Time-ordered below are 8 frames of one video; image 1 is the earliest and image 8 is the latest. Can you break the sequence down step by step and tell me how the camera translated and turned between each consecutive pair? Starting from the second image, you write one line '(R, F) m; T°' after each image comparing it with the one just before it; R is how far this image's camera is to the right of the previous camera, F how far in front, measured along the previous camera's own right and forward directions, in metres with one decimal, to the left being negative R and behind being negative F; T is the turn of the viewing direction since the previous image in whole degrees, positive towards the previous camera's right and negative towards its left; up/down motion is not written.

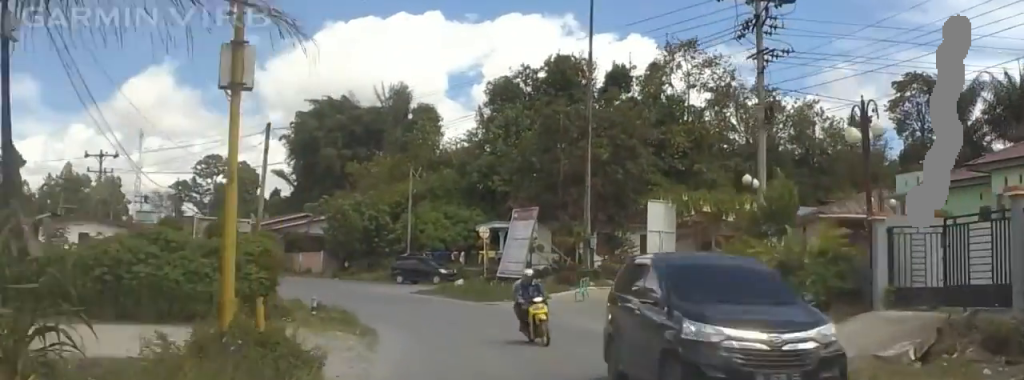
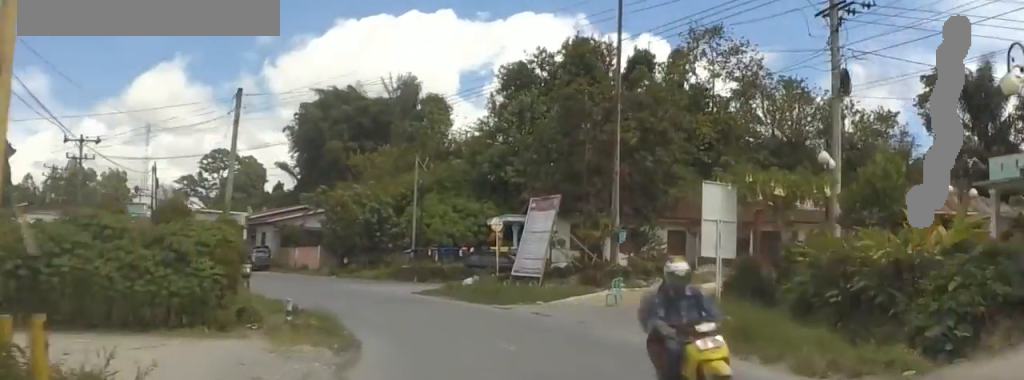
(-0.1, +5.4) m; 0°
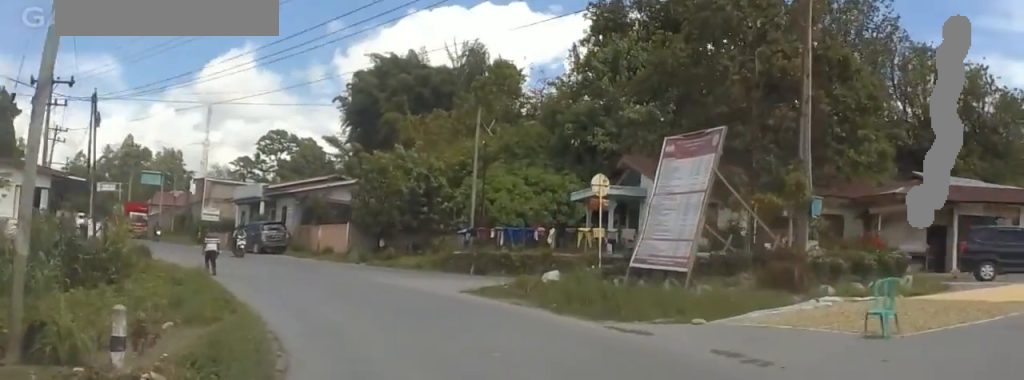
(+0.7, +15.1) m; -1°
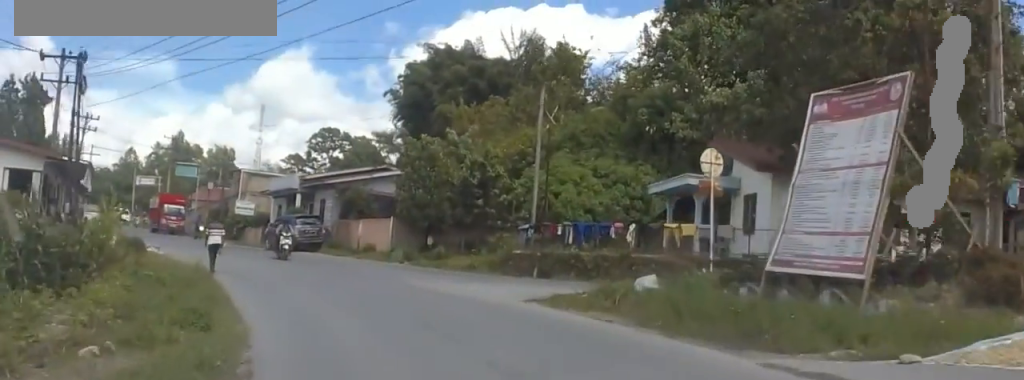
(+0.5, +6.3) m; -5°
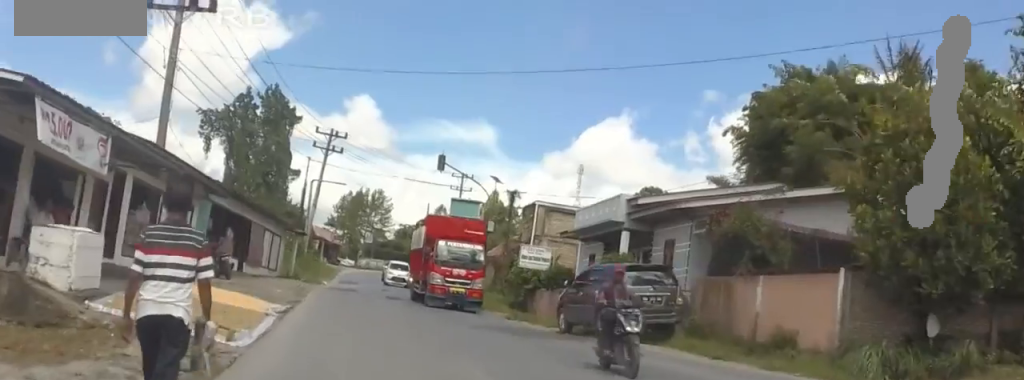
(-5.3, +24.0) m; -14°
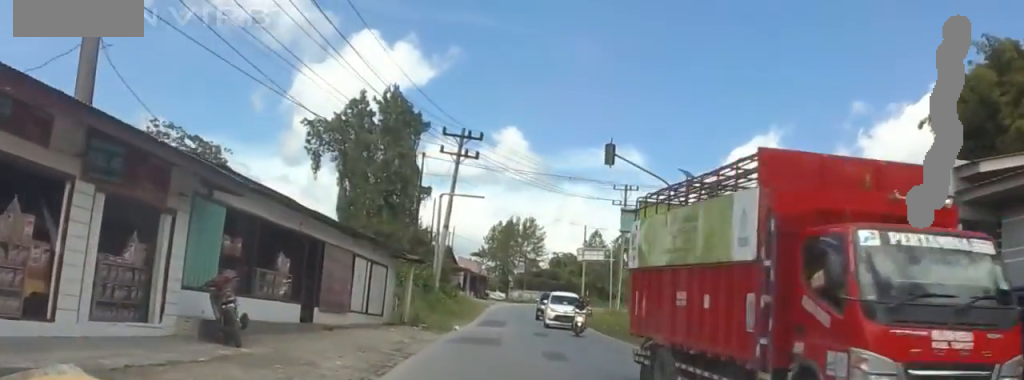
(-0.1, +13.1) m; -9°
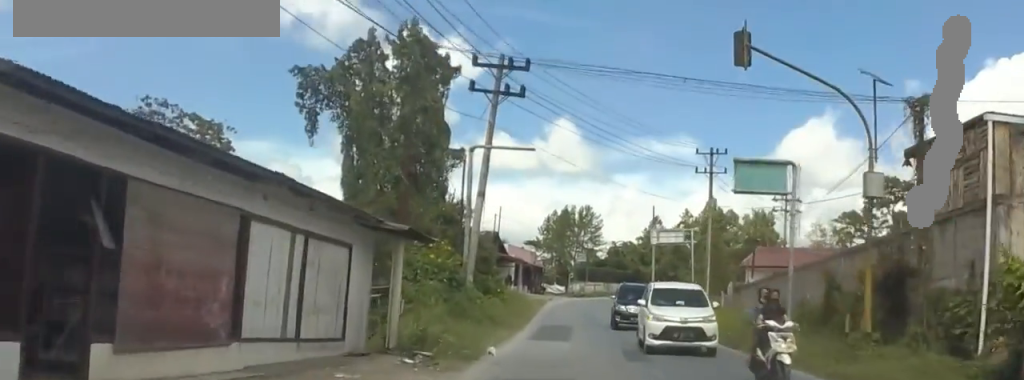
(-1.9, +13.3) m; -5°
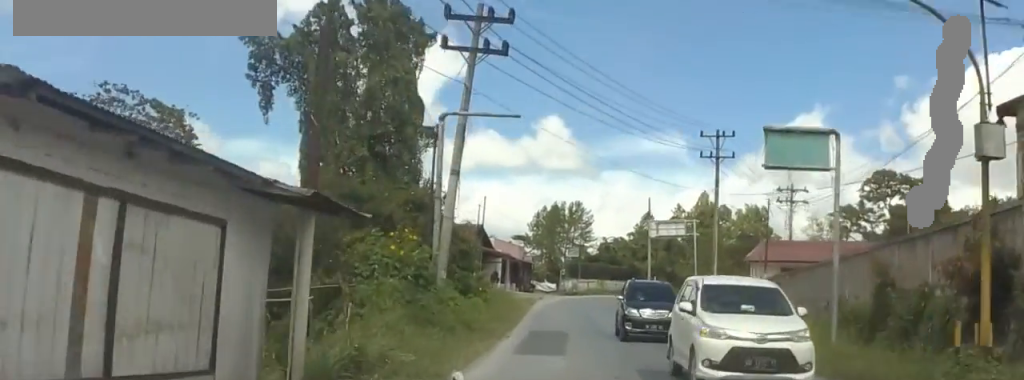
(-0.3, +5.6) m; +5°
